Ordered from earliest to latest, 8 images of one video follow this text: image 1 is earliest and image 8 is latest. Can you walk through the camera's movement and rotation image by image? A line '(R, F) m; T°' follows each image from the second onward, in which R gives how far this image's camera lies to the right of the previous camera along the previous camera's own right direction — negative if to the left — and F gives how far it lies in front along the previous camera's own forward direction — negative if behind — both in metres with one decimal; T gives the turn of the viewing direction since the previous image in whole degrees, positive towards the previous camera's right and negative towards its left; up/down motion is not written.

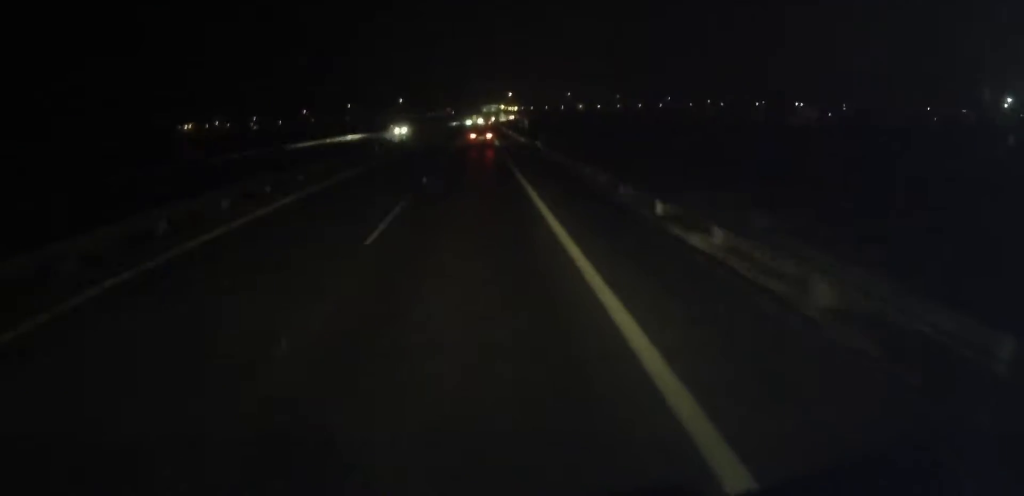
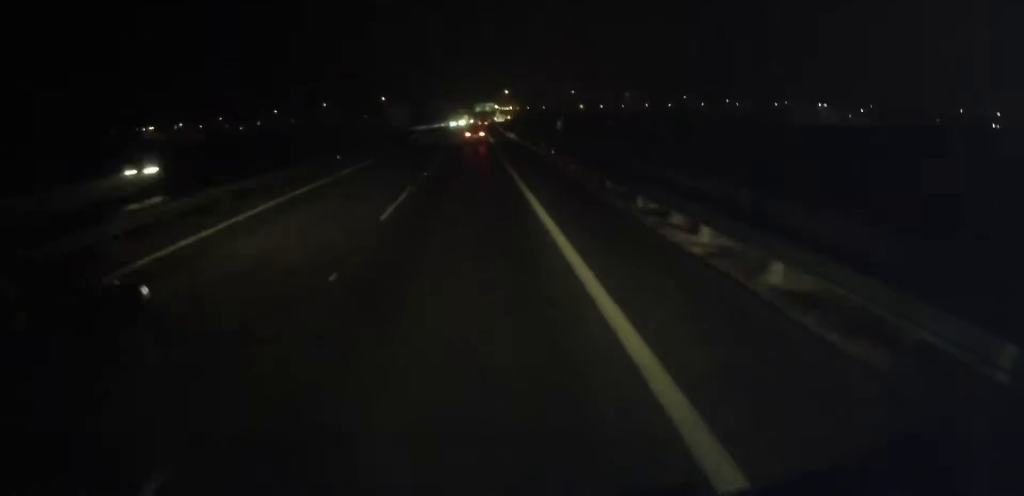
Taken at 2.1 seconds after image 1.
(+0.1, +50.2) m; 0°
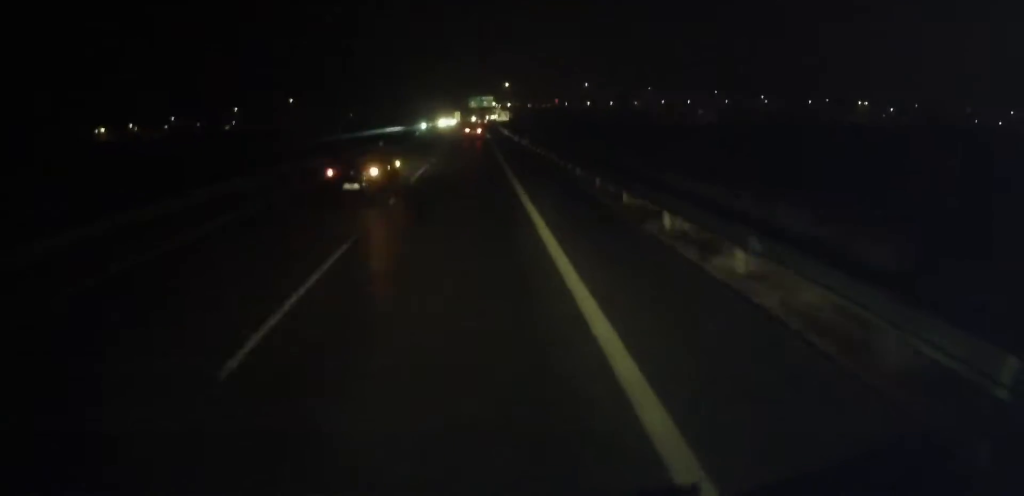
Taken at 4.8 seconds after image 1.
(+0.3, +62.9) m; 0°
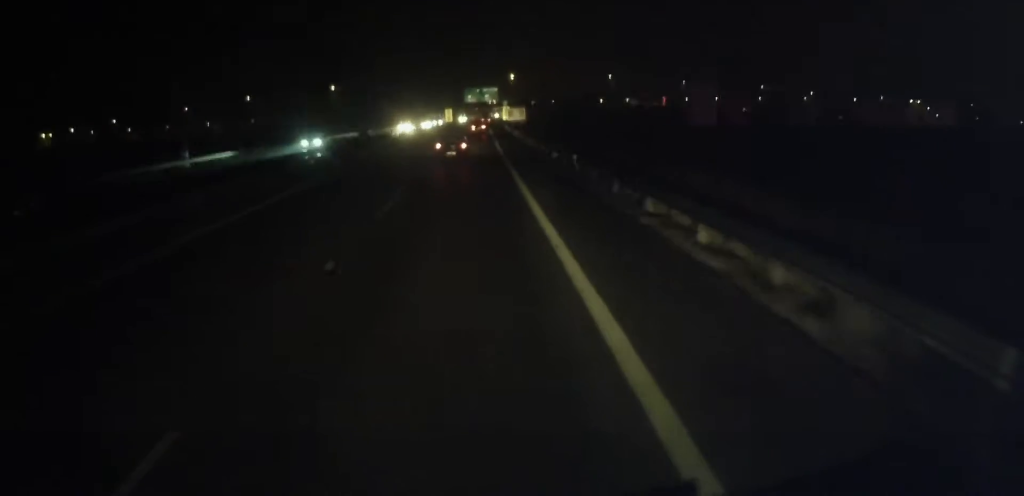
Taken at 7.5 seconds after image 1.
(+0.3, +63.1) m; 0°
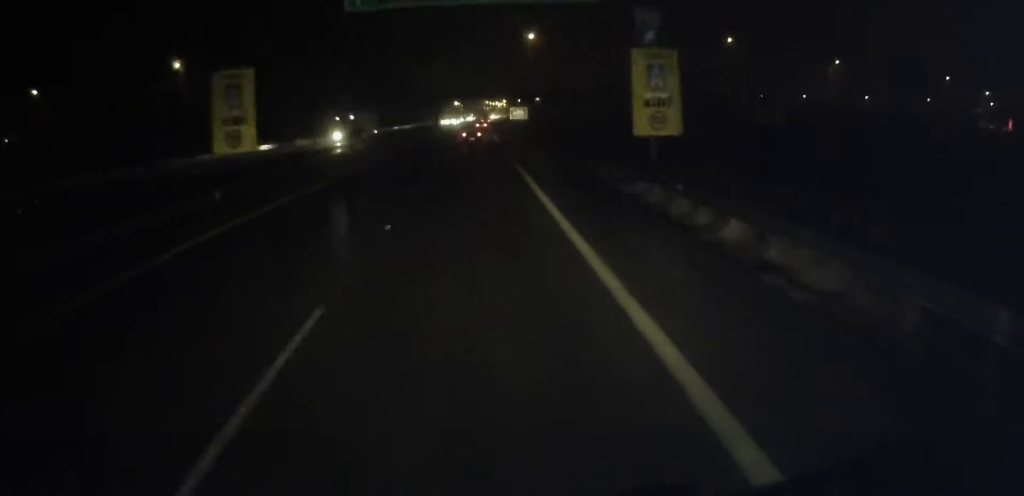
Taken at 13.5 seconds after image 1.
(+1.5, +144.5) m; +1°
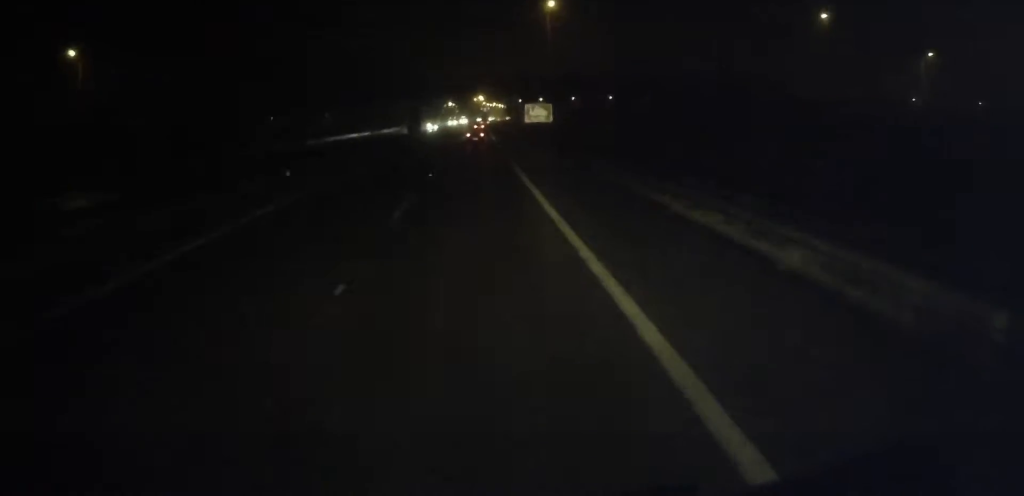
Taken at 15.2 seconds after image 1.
(+0.1, +42.2) m; 0°
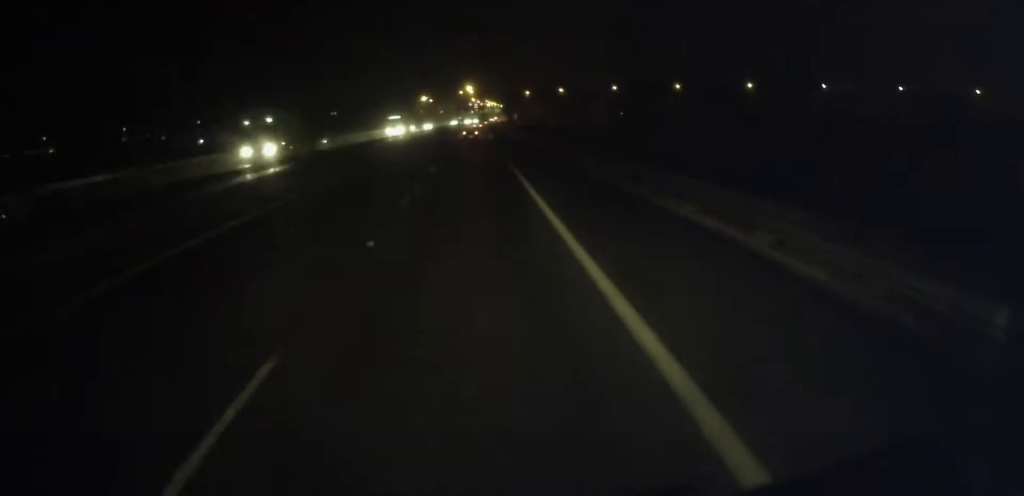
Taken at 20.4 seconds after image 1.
(+1.1, +125.8) m; +1°
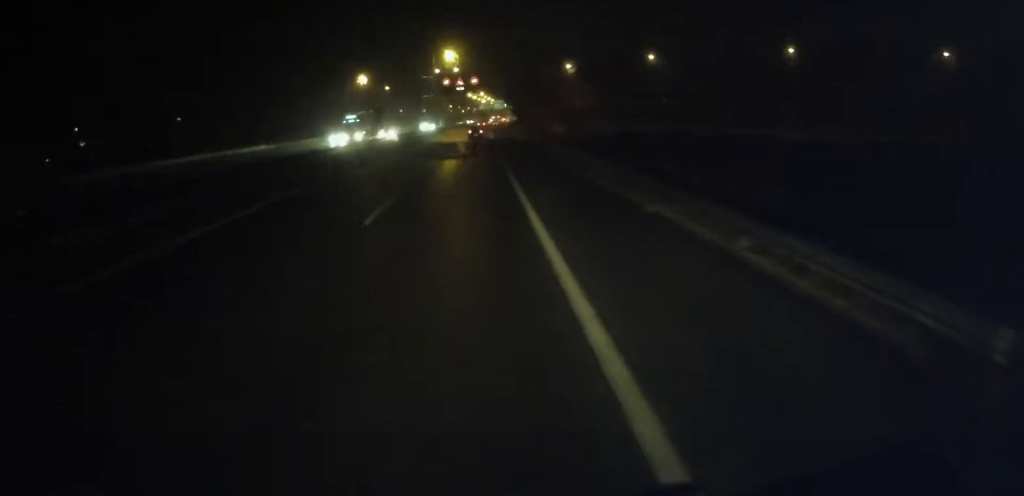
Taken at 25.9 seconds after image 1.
(+1.3, +125.9) m; +1°
